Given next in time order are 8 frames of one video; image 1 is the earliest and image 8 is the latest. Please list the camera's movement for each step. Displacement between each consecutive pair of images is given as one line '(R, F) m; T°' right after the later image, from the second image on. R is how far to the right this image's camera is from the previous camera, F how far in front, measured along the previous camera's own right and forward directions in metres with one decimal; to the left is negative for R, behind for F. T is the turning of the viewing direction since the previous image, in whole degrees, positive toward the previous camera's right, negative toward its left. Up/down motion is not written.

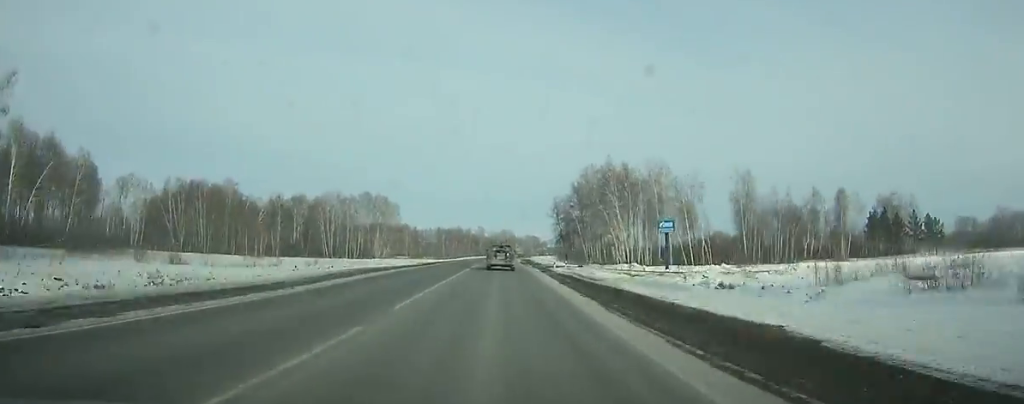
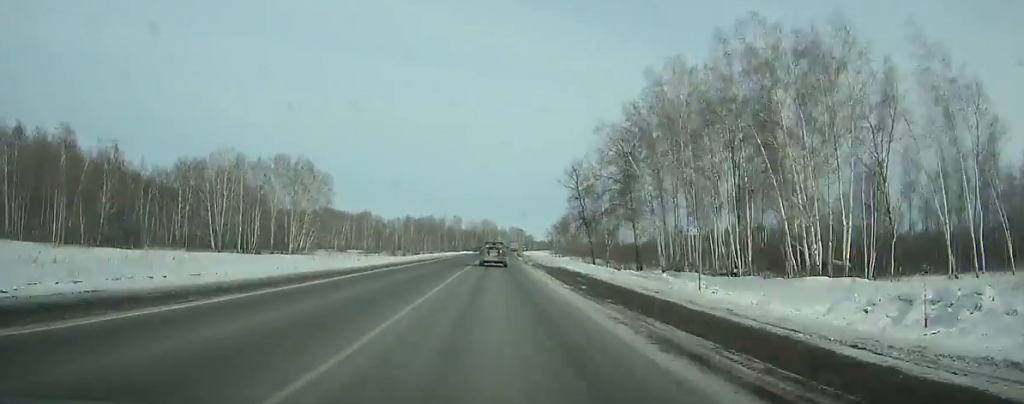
(+0.9, +81.3) m; +1°
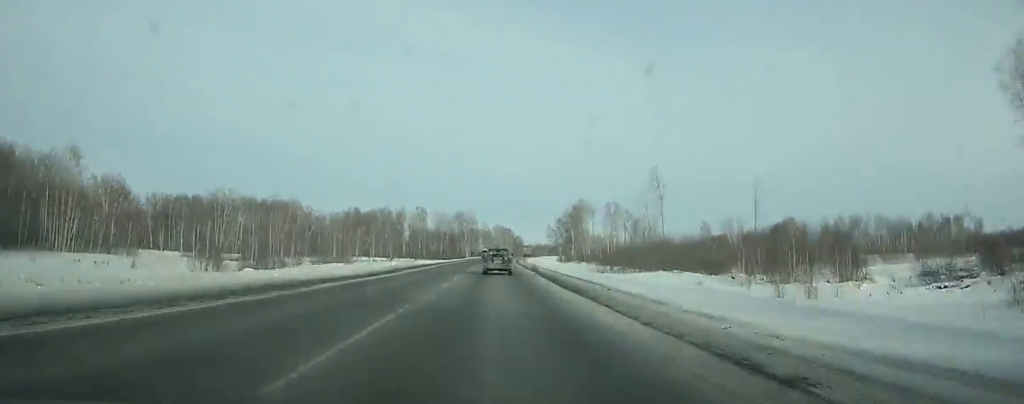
(+2.1, +124.0) m; +2°
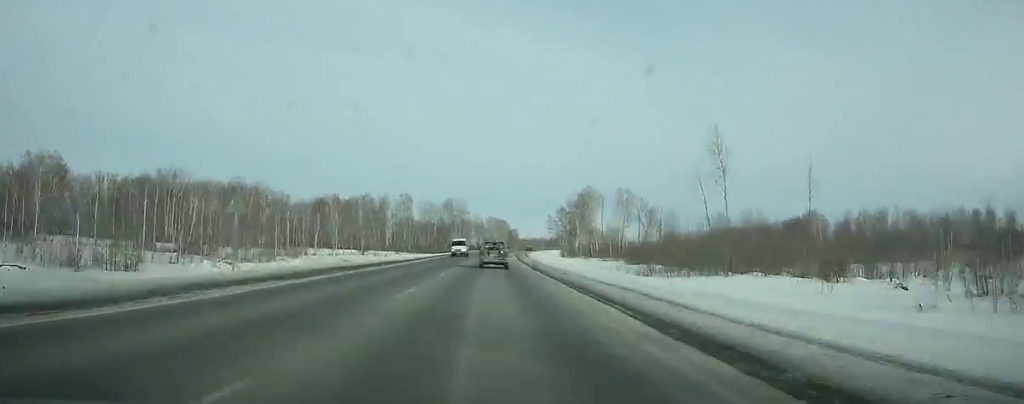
(+0.1, +32.9) m; 0°
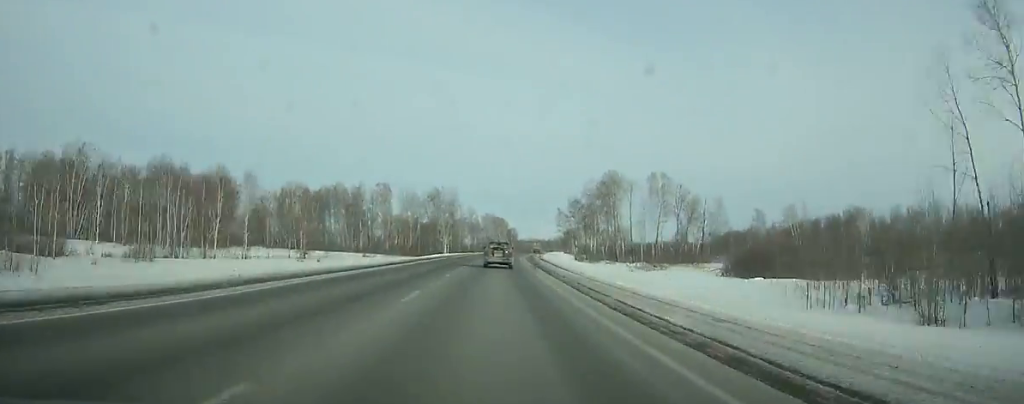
(+0.2, +48.0) m; +1°
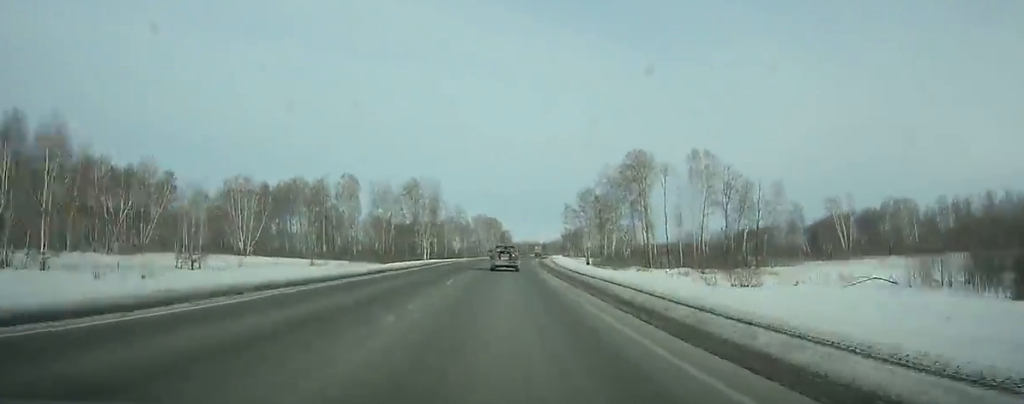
(-0.2, +40.5) m; +1°
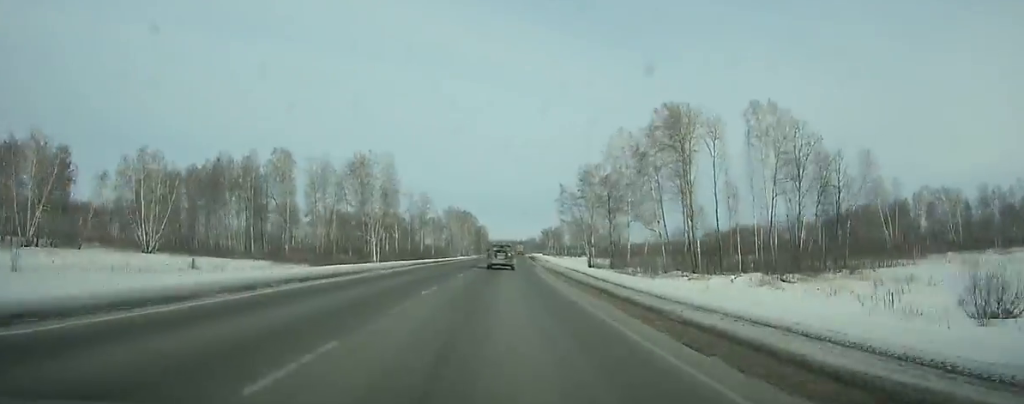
(+0.9, +40.6) m; +1°
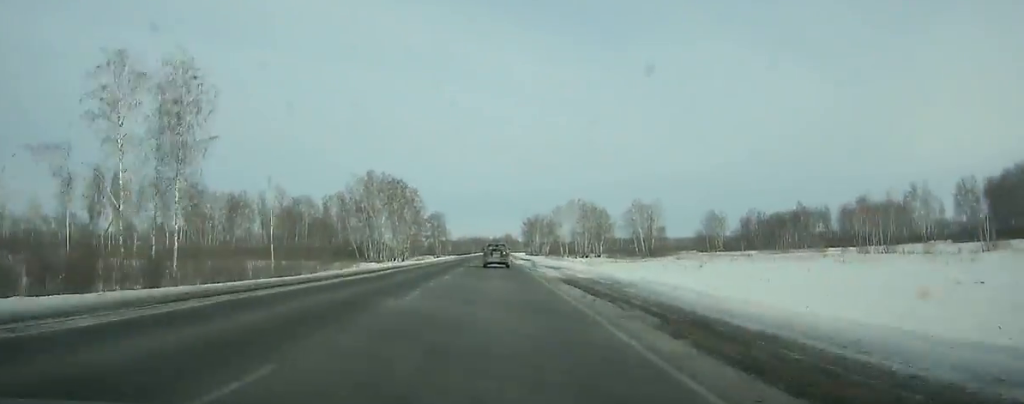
(+3.8, +133.4) m; +2°
